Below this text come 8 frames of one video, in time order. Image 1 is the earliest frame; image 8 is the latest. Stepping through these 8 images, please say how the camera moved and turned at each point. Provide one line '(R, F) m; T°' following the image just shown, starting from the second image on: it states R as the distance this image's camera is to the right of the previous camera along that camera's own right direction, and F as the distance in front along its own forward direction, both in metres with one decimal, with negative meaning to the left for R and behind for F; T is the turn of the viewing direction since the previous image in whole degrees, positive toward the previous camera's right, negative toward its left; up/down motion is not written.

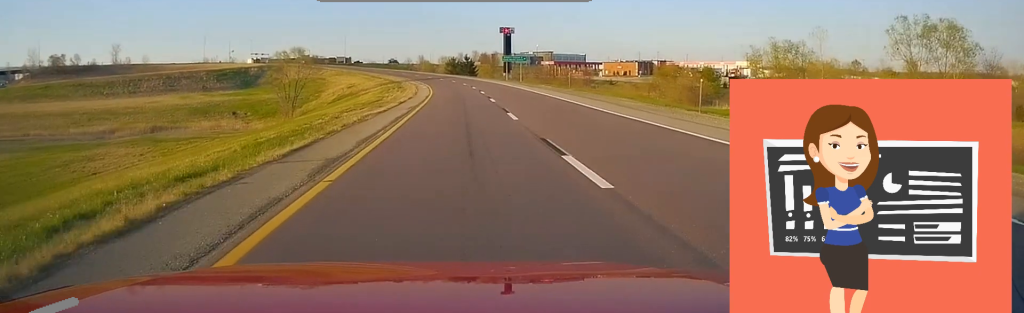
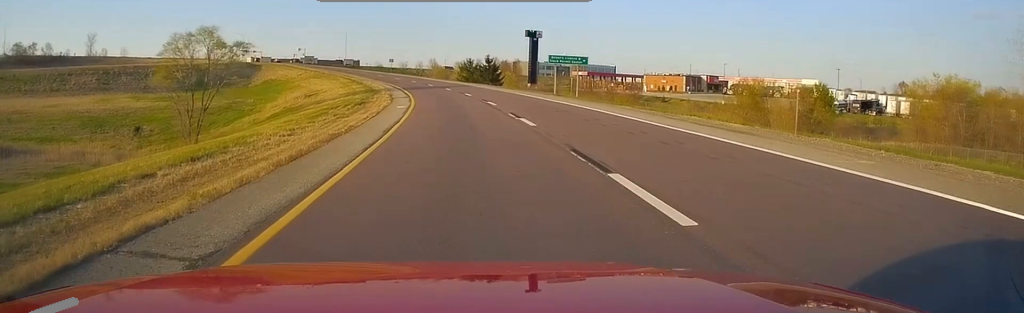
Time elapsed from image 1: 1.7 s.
(-0.2, +38.3) m; -1°
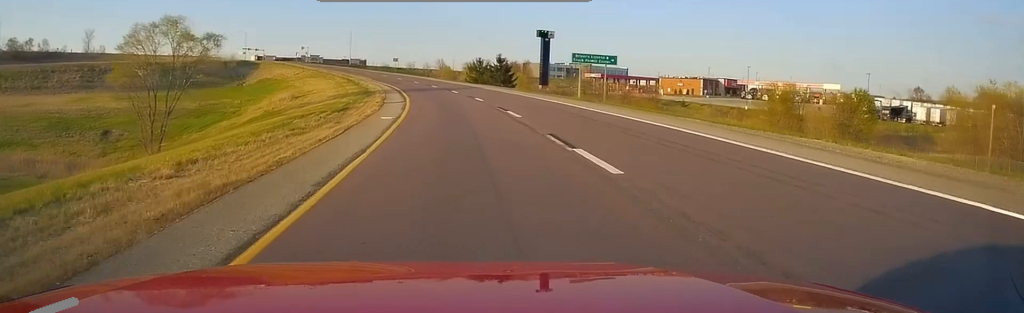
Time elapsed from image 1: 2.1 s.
(-0.1, +8.8) m; -1°
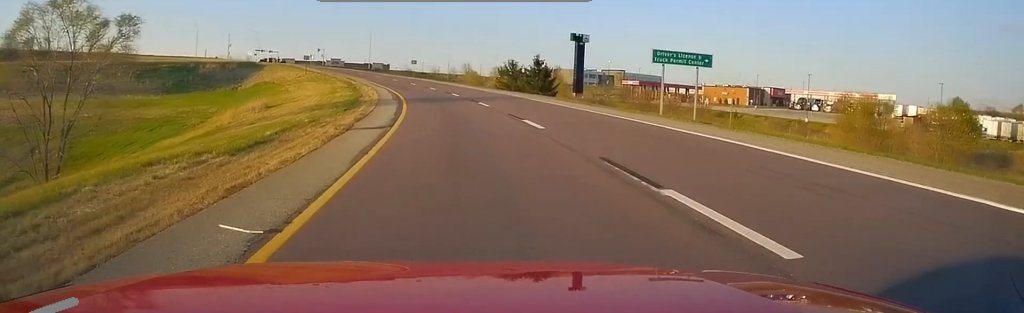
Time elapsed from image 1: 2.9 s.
(-0.2, +16.6) m; -2°
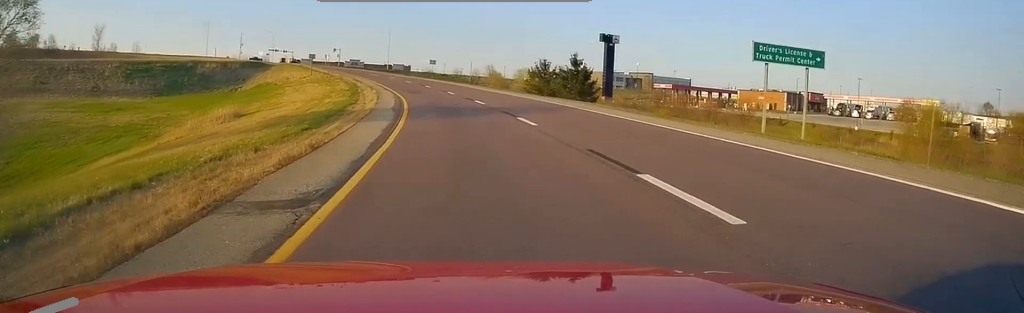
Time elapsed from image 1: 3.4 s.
(0.0, +11.1) m; -2°
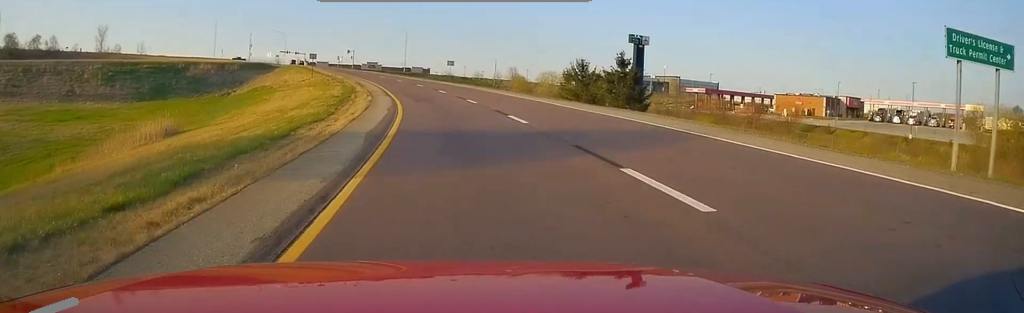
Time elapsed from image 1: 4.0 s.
(-0.3, +11.6) m; -2°
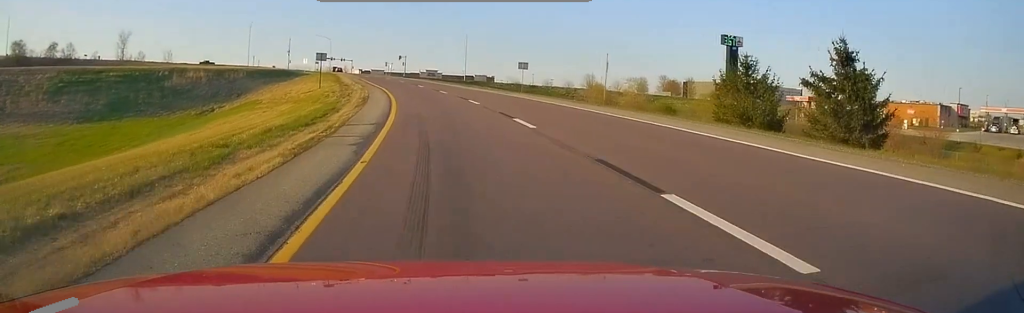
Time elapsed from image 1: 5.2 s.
(-1.4, +26.3) m; -6°
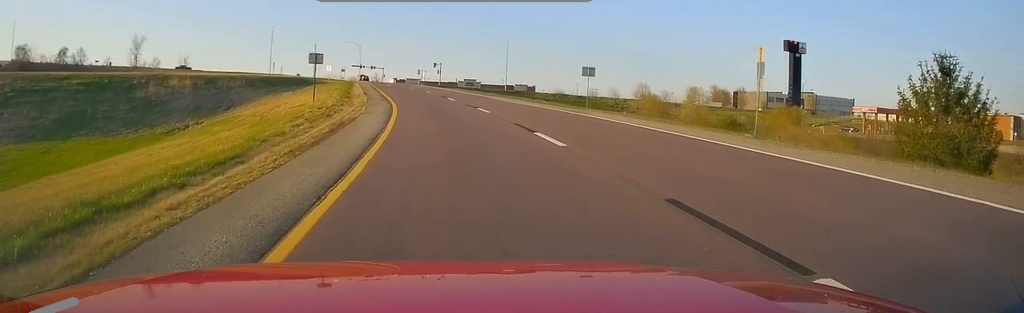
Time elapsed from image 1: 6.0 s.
(-0.5, +15.5) m; -3°
